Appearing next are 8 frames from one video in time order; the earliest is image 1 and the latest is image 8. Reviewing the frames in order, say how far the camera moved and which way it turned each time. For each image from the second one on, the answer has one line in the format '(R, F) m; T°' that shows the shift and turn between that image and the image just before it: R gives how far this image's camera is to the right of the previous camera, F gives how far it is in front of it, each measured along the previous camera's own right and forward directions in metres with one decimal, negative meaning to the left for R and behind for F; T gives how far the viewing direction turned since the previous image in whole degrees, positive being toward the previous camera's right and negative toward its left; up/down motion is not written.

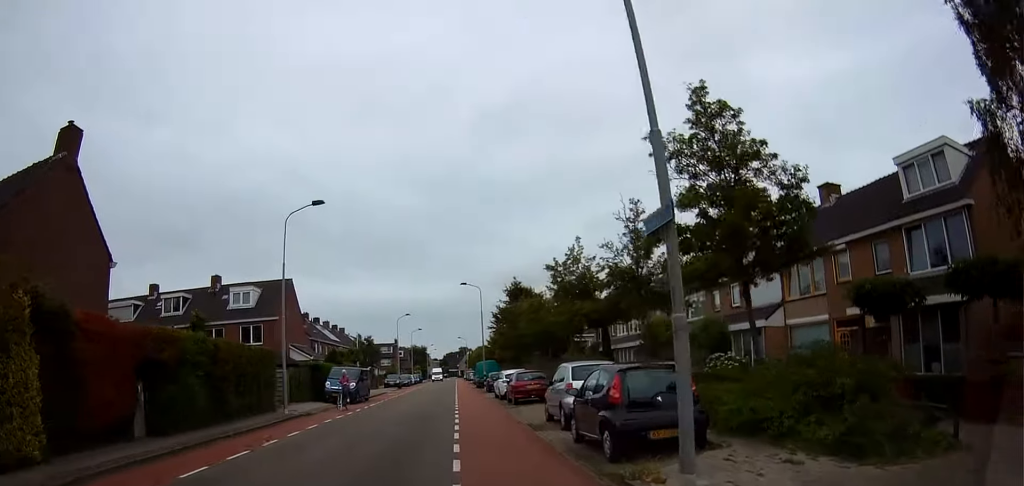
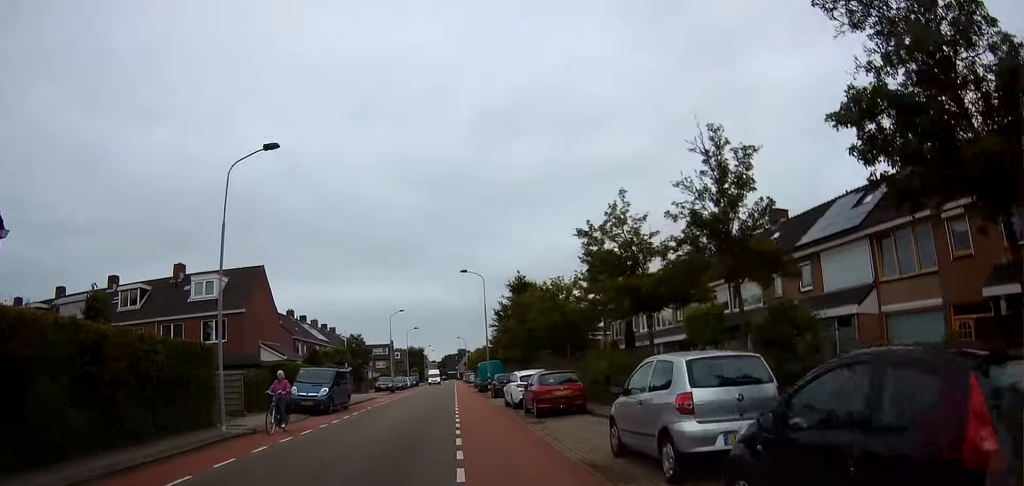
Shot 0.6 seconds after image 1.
(0.0, +6.6) m; 0°
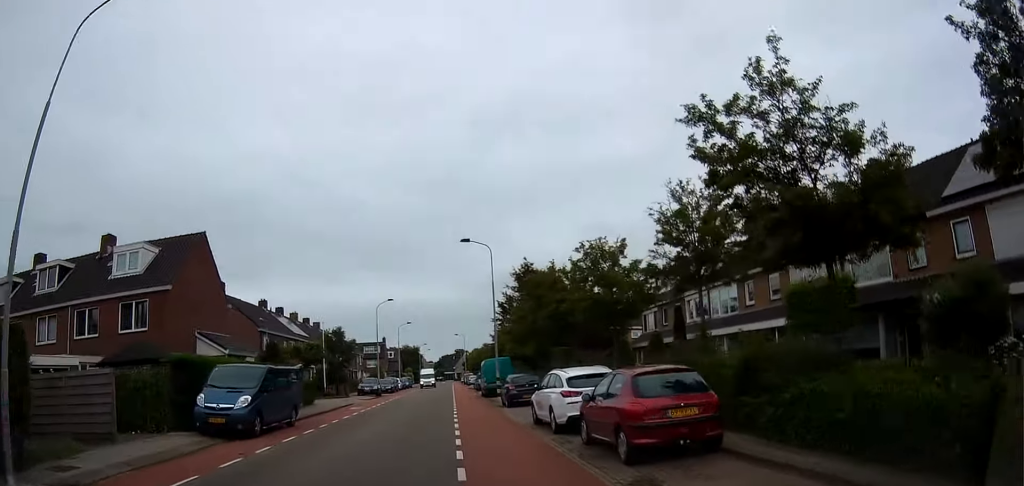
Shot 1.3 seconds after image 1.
(+0.2, +9.6) m; +1°
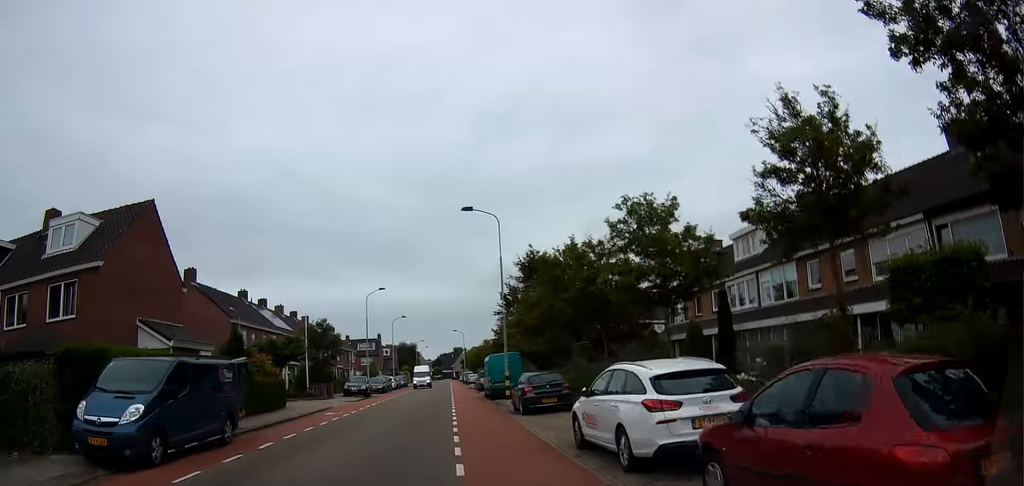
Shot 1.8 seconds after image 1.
(0.0, +5.8) m; +1°
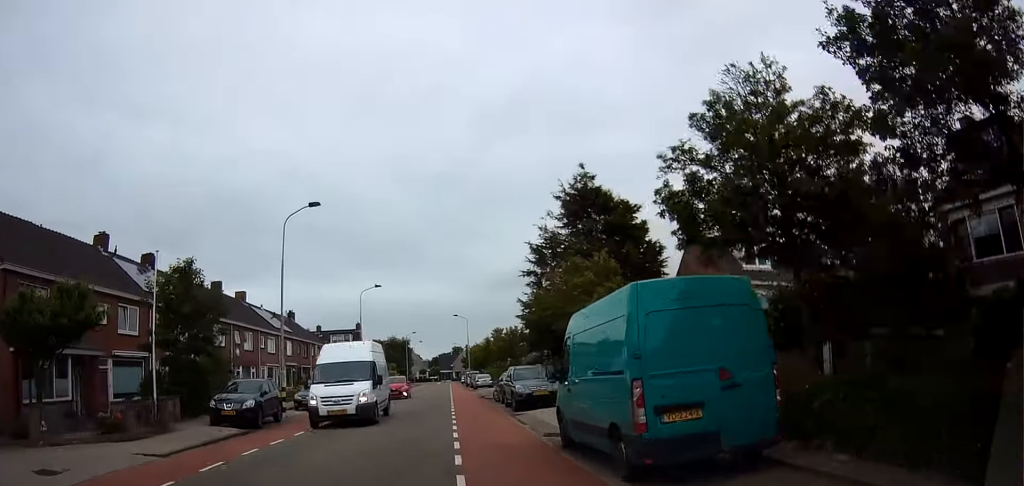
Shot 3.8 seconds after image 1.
(0.0, +25.1) m; -1°
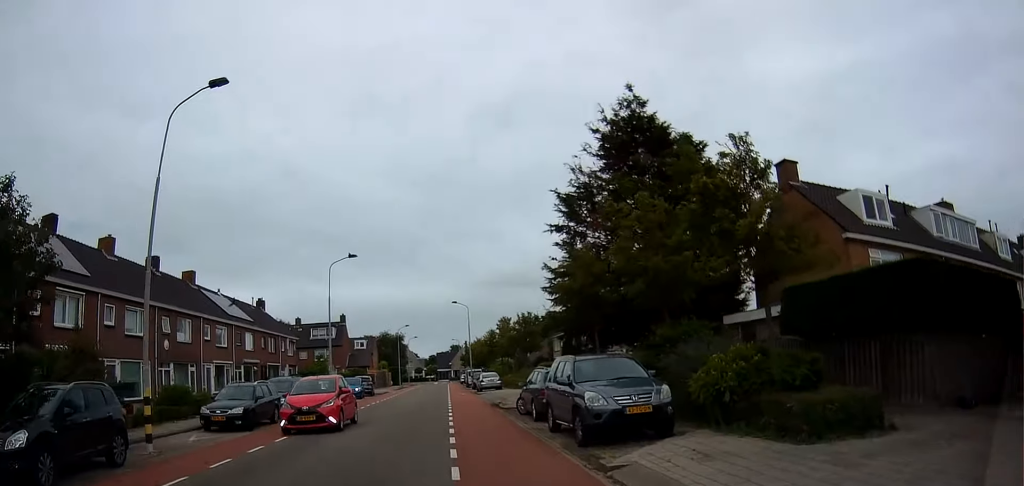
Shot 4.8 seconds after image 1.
(-0.1, +11.4) m; +1°
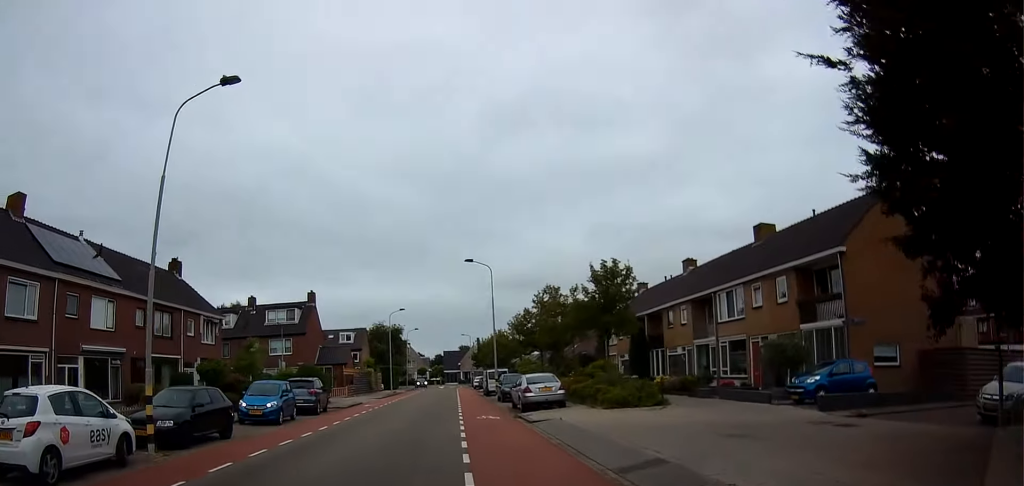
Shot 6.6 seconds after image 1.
(+0.4, +22.3) m; 0°
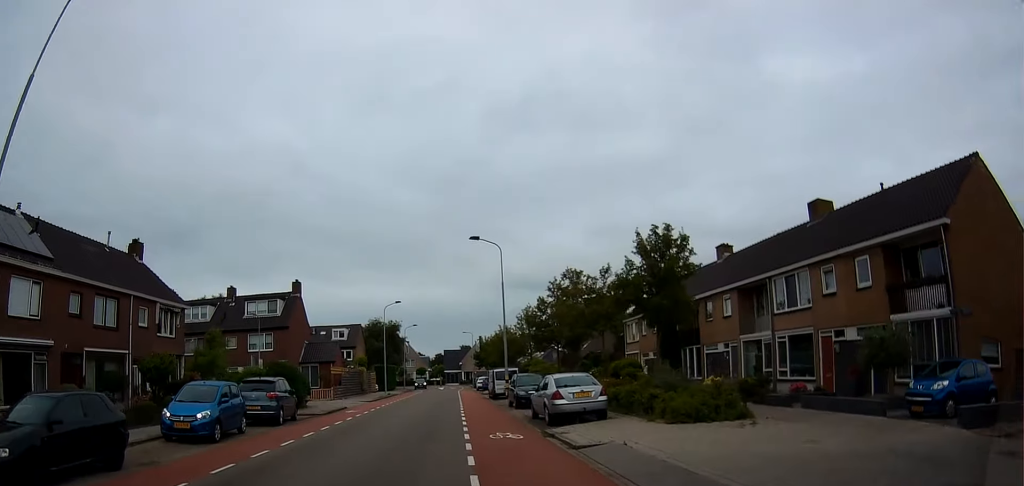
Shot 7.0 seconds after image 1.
(-0.2, +6.0) m; -1°
